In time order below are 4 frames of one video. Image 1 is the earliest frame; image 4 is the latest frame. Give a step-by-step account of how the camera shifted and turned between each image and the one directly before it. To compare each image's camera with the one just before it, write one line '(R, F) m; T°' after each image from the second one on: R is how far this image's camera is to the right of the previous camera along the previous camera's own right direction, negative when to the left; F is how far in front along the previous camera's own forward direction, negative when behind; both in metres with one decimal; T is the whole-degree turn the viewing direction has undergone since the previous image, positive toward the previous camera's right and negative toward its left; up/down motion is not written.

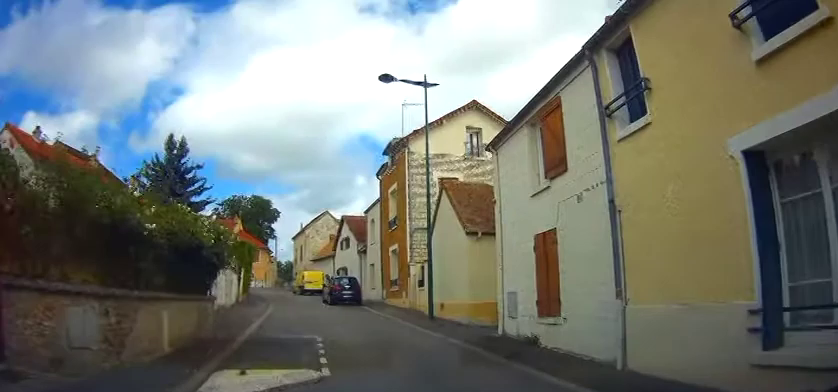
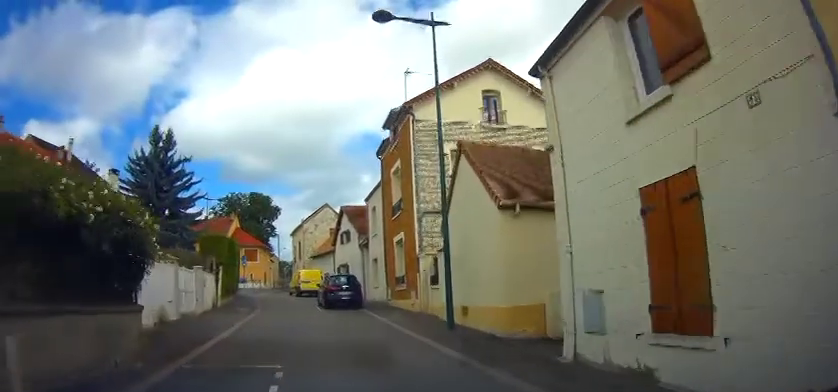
(0.0, +5.0) m; -1°
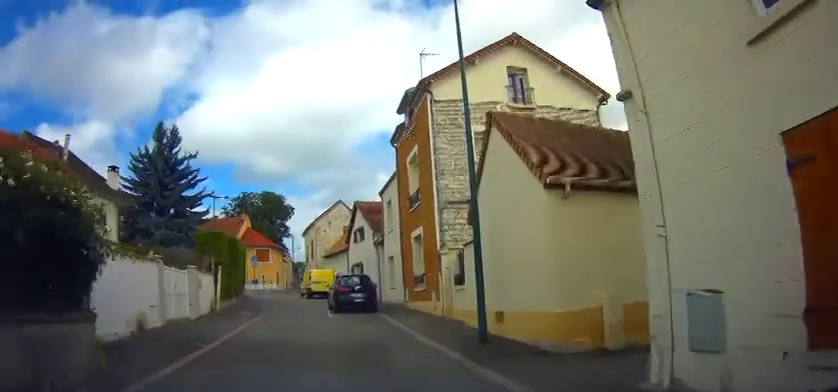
(0.0, +2.1) m; -2°
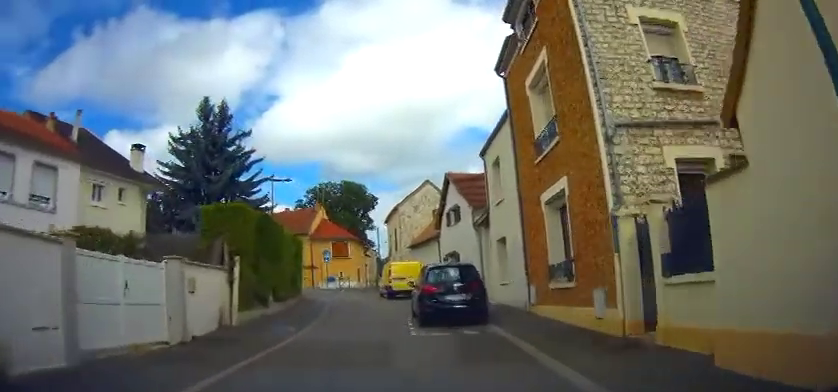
(-0.5, +5.9) m; -11°
